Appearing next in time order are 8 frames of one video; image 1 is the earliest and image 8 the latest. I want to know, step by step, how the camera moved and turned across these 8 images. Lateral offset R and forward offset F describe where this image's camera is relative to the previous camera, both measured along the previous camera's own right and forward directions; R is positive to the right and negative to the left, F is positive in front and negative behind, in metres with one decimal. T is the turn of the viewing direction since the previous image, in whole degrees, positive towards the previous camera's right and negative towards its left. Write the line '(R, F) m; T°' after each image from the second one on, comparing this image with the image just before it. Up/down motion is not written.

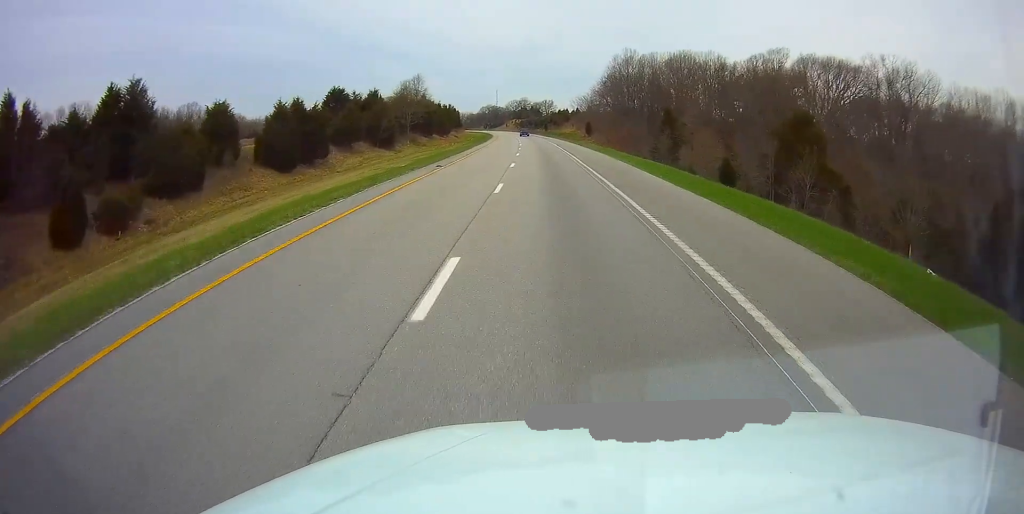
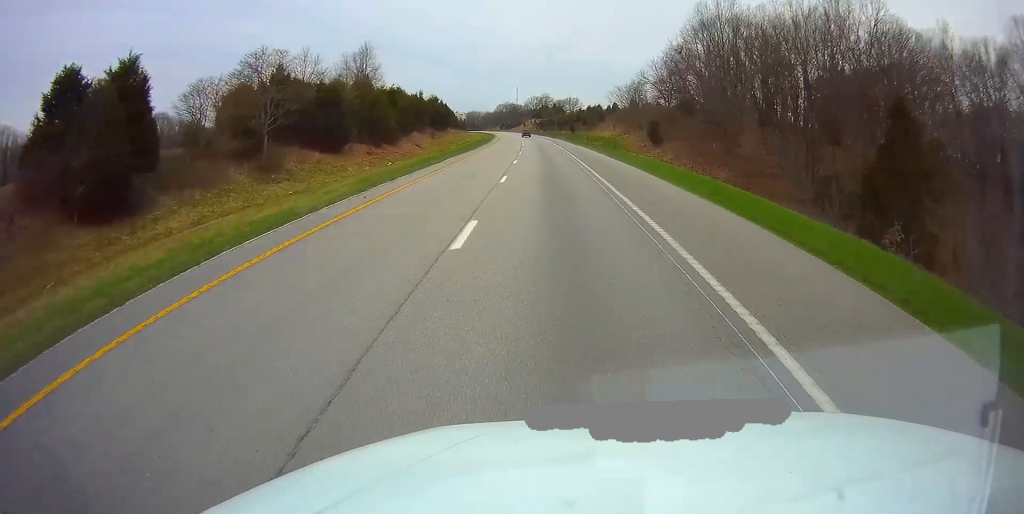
(-0.9, +57.6) m; -2°
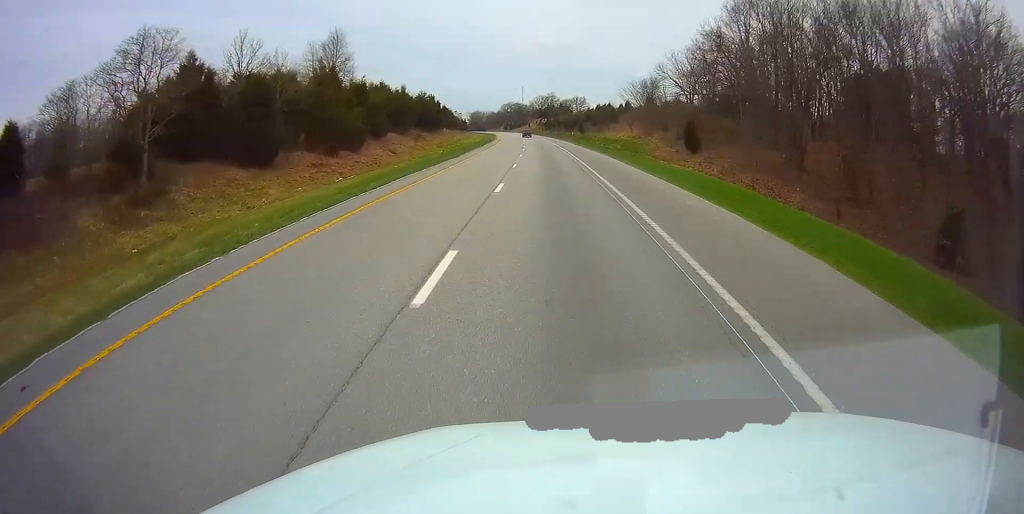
(-0.2, +15.5) m; -1°
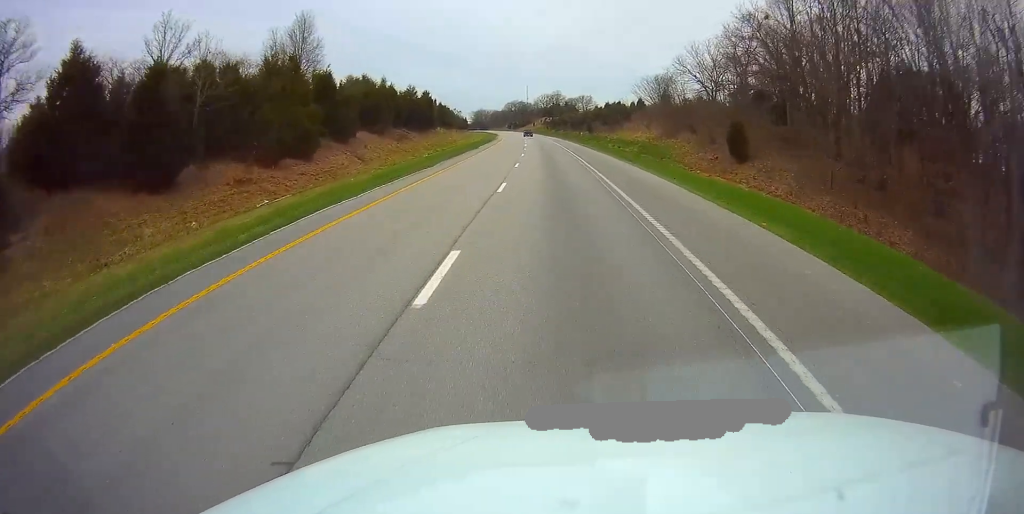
(-0.1, +12.4) m; 0°
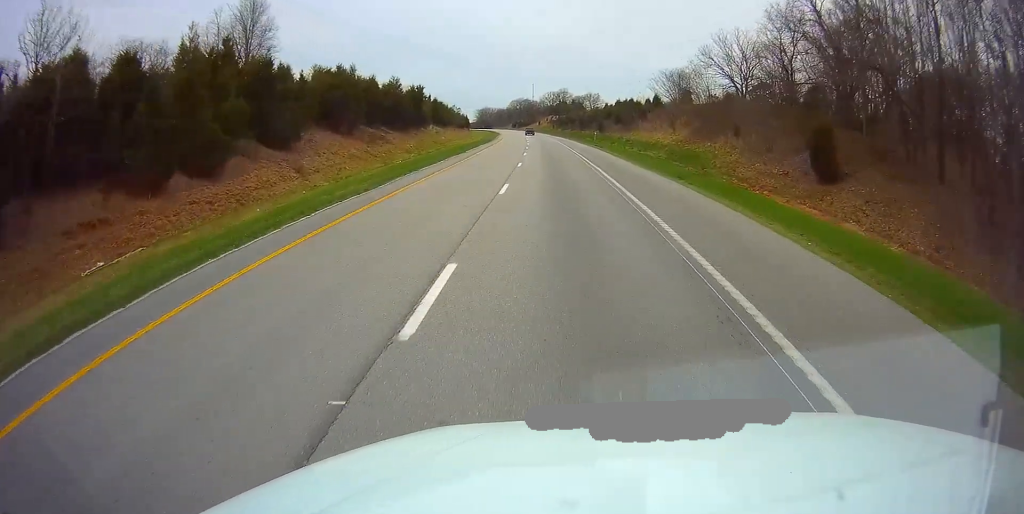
(-0.1, +13.4) m; 0°
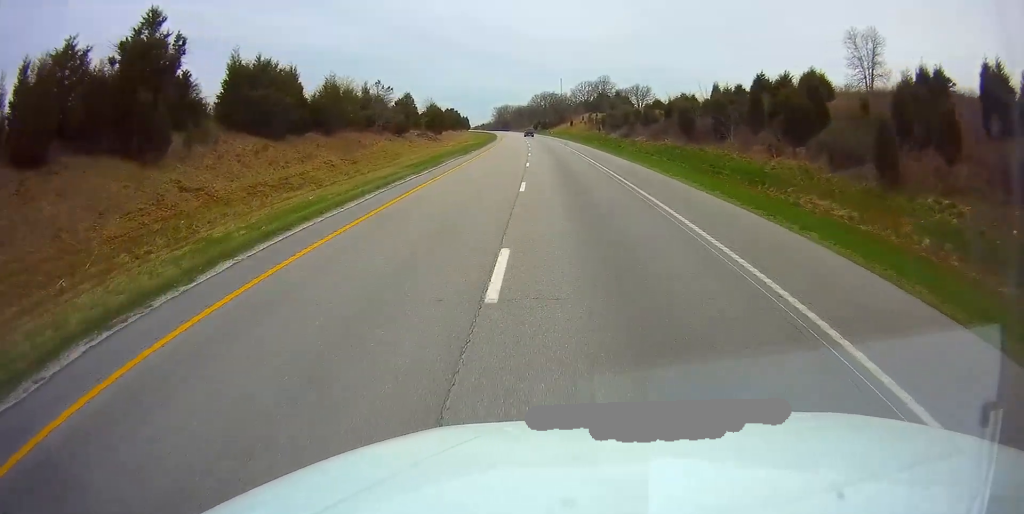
(-2.6, +97.0) m; -3°
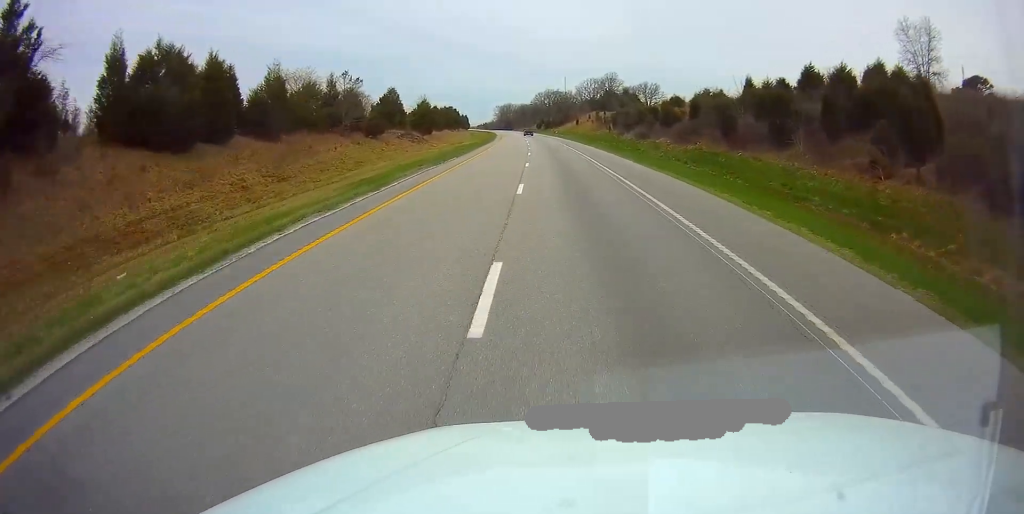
(-0.1, +13.4) m; 0°
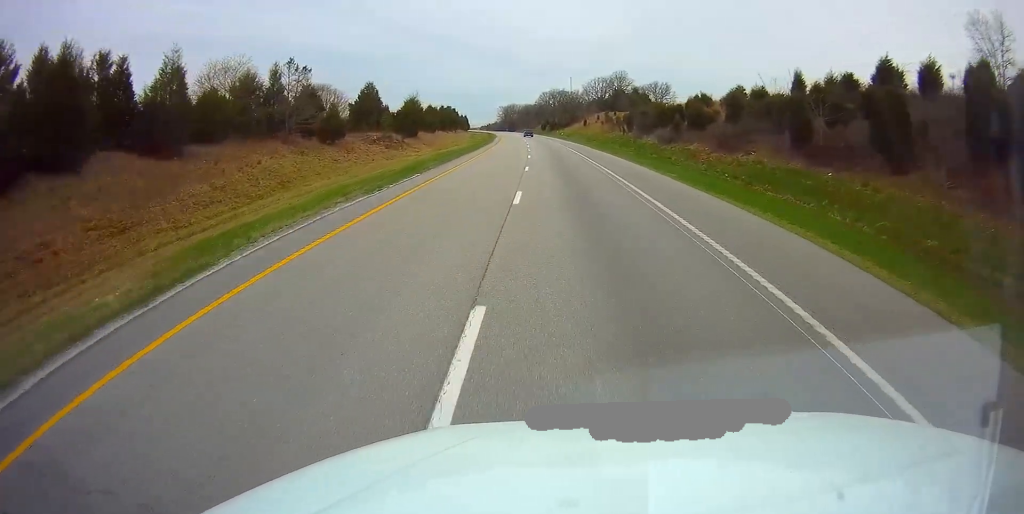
(0.0, +14.5) m; 0°
